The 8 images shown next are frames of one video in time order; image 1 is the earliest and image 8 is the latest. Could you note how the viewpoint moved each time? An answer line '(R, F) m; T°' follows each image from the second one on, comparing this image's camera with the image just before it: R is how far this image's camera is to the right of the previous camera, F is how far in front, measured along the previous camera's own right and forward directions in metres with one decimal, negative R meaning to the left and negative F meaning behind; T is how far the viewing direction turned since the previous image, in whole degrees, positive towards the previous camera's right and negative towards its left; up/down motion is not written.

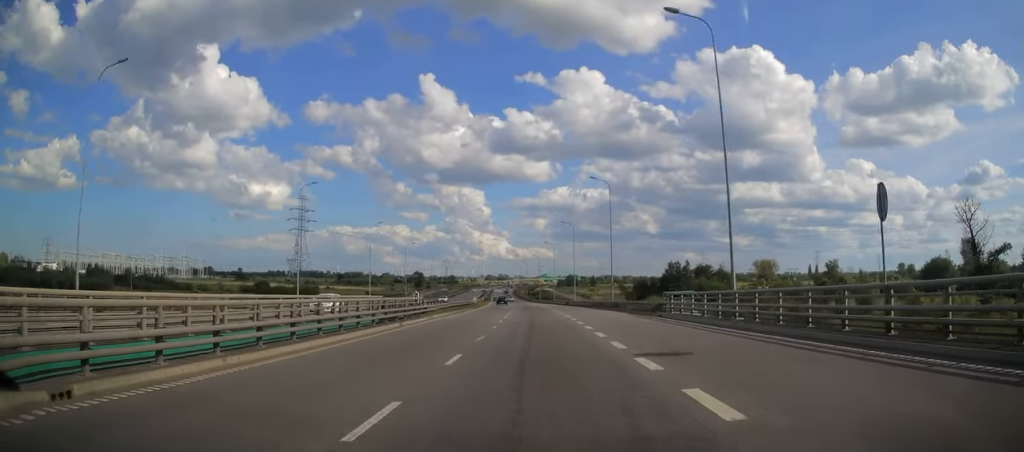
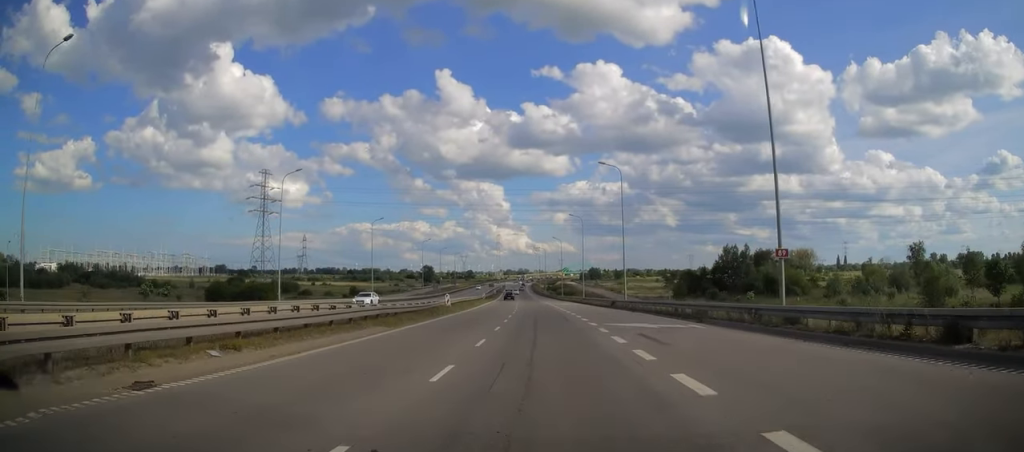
(-0.5, +38.5) m; -2°
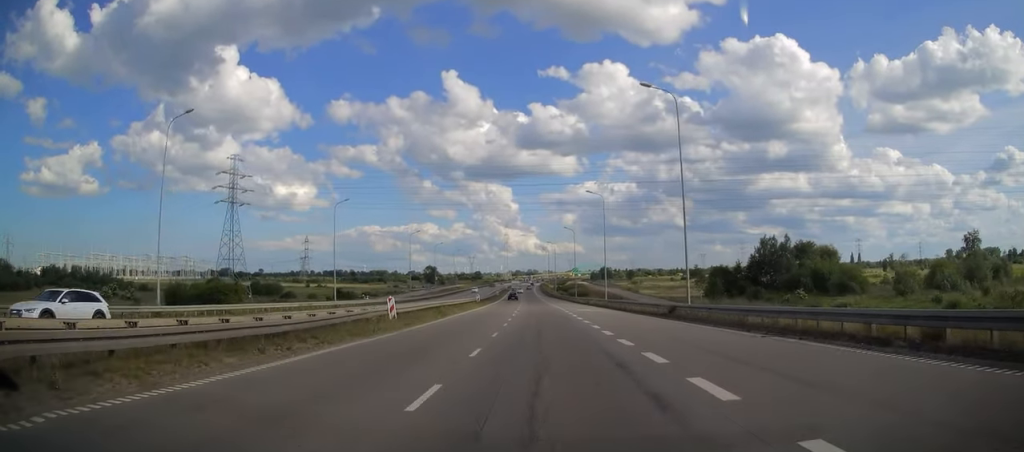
(-0.2, +20.3) m; -1°
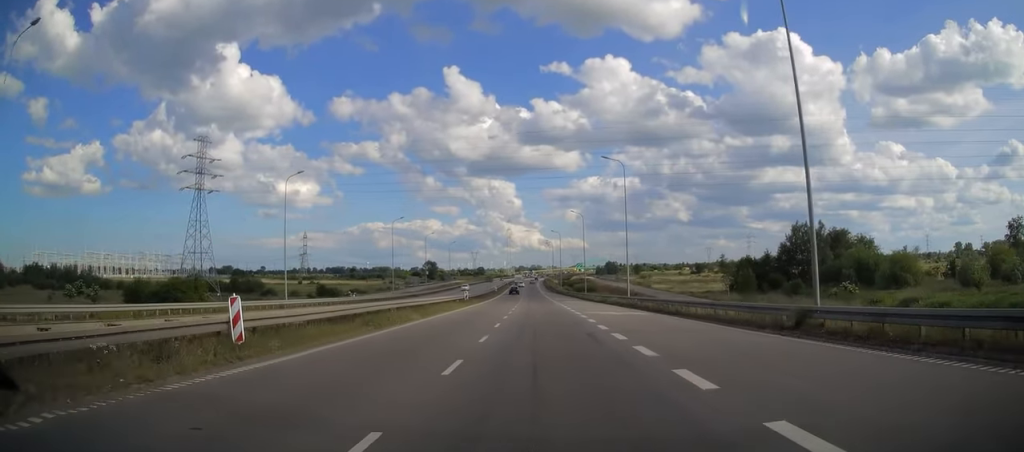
(-0.1, +15.3) m; -1°
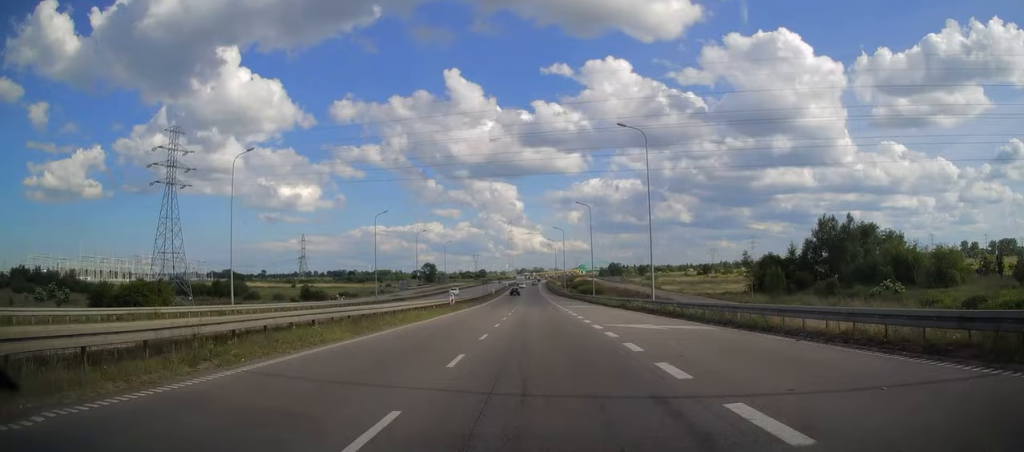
(0.0, +10.9) m; 0°
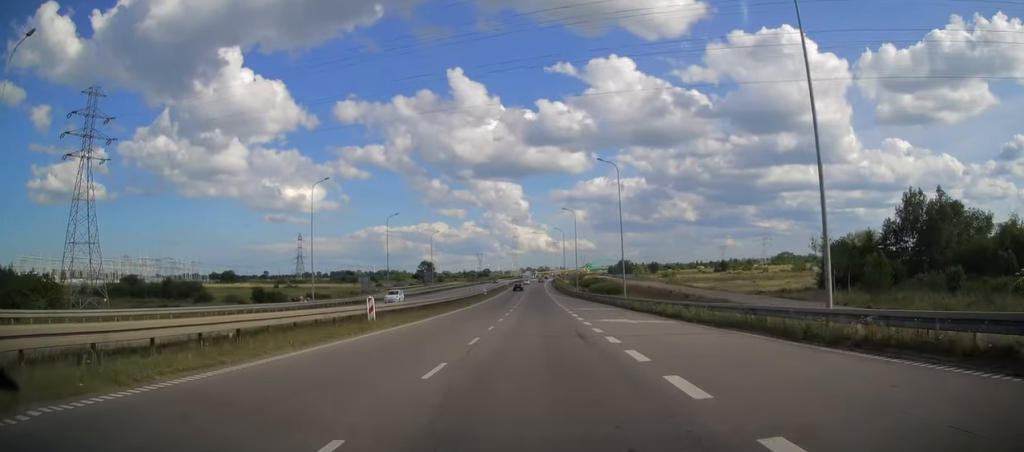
(-0.3, +25.6) m; -1°
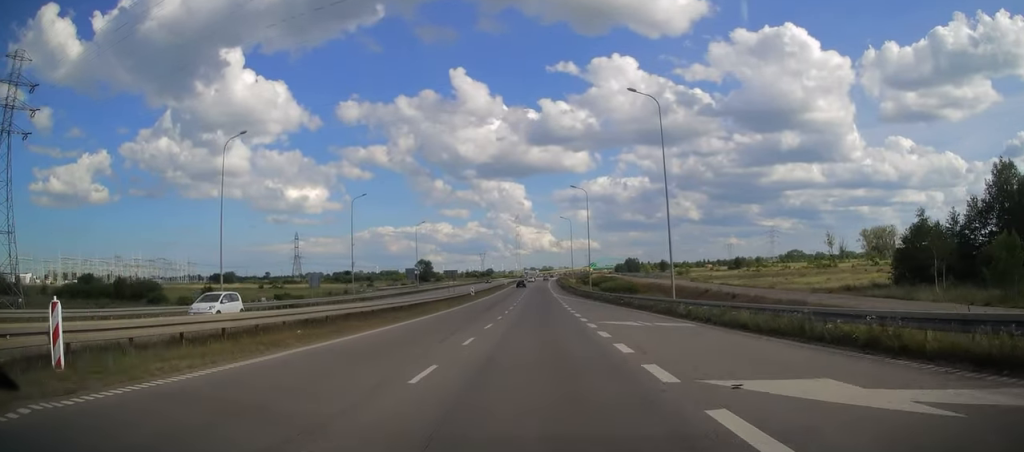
(0.0, +18.8) m; 0°
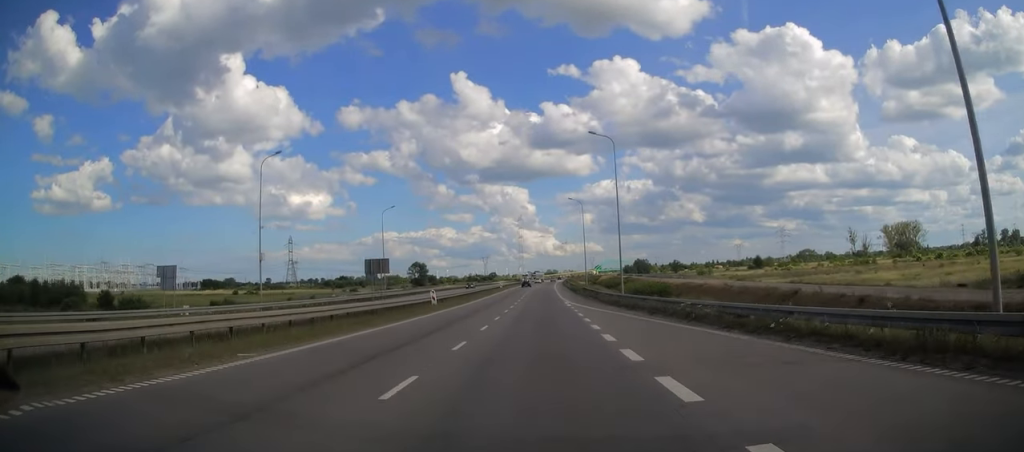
(-0.1, +25.5) m; 0°
